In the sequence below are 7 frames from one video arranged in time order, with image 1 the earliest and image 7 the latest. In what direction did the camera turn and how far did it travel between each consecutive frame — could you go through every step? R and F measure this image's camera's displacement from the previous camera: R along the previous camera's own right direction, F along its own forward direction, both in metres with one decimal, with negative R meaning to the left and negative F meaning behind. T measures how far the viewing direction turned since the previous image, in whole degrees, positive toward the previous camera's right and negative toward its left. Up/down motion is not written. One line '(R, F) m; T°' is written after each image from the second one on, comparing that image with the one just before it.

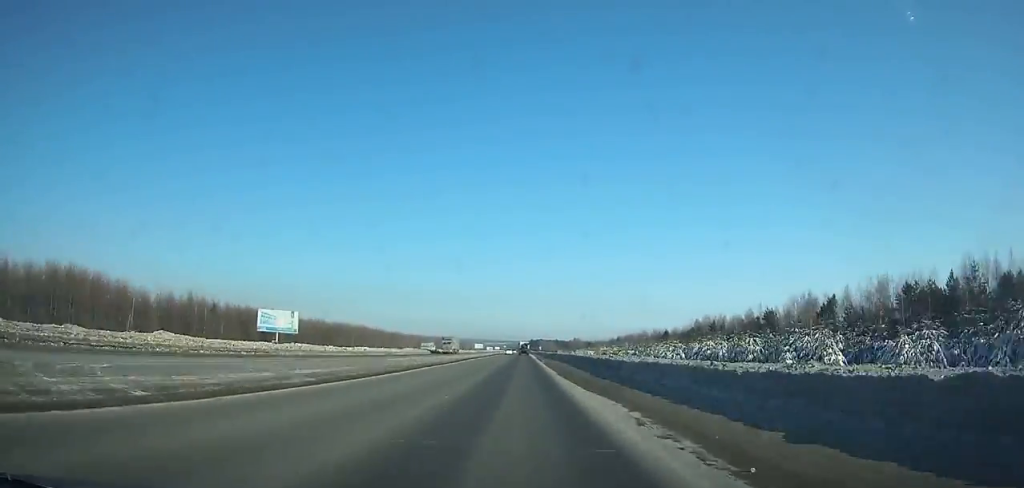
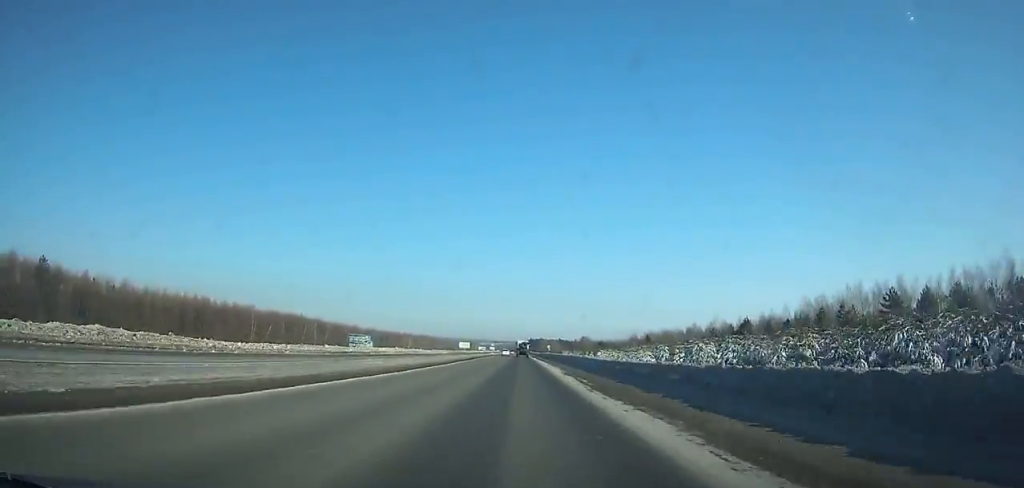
(+0.1, +98.5) m; 0°
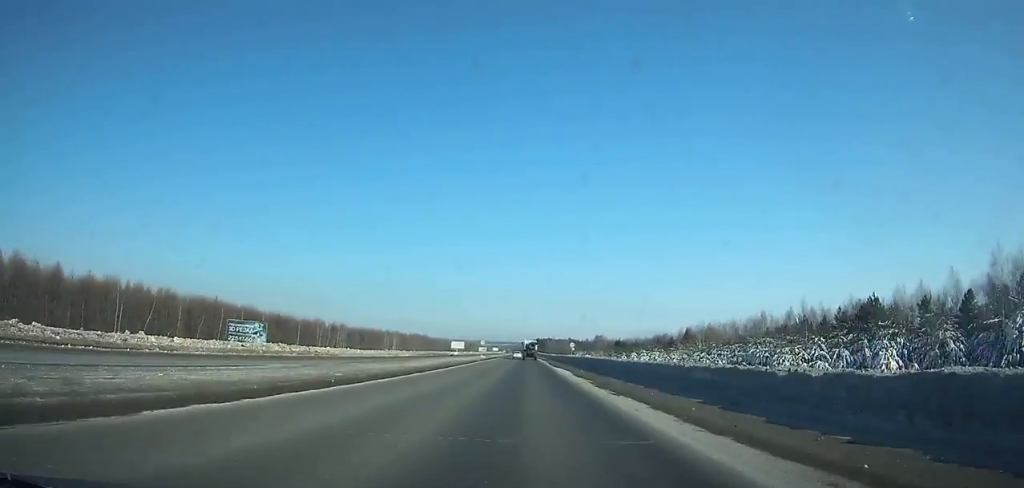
(-0.3, +61.6) m; 0°
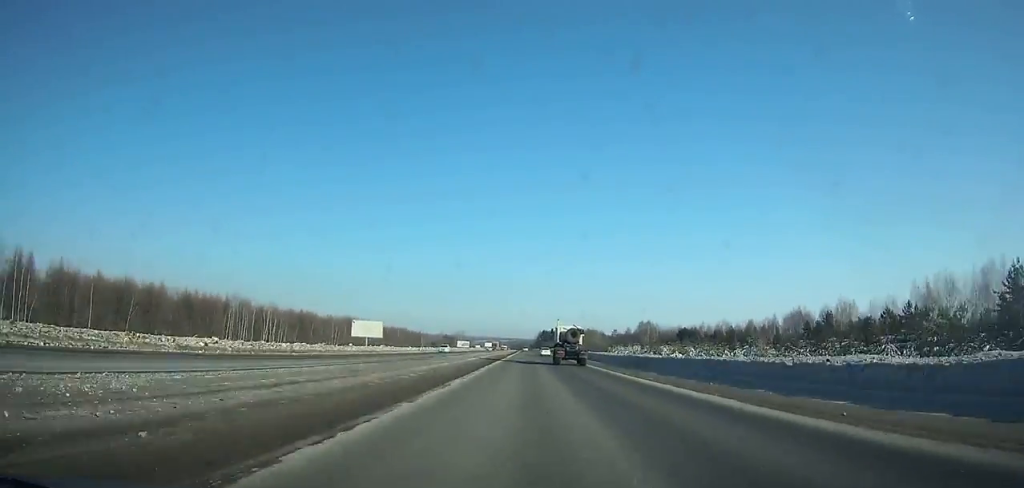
(-0.5, +166.1) m; 0°
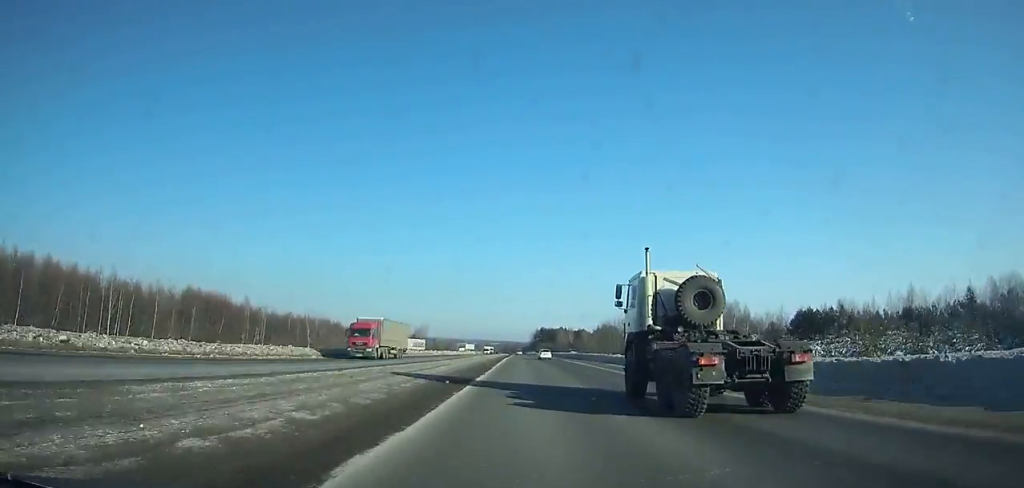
(+0.5, +116.9) m; +1°
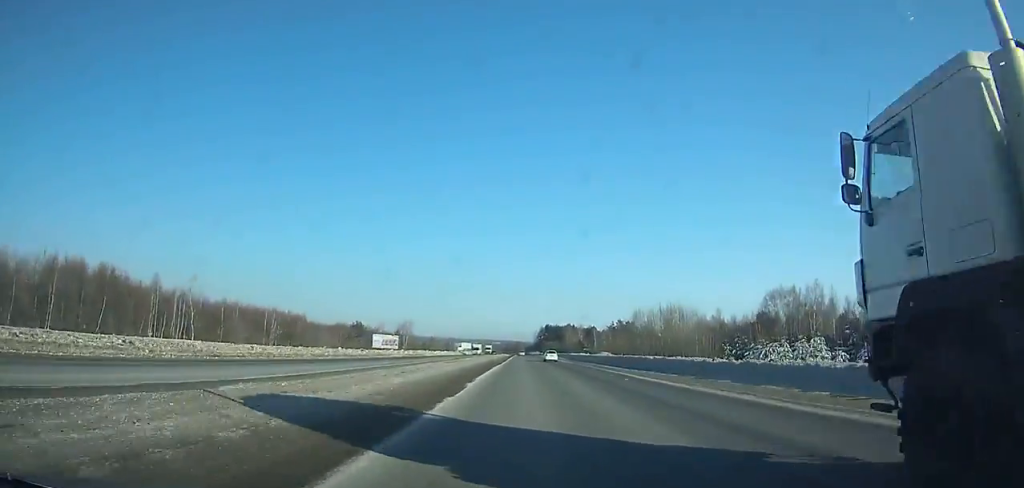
(+0.1, +42.4) m; 0°
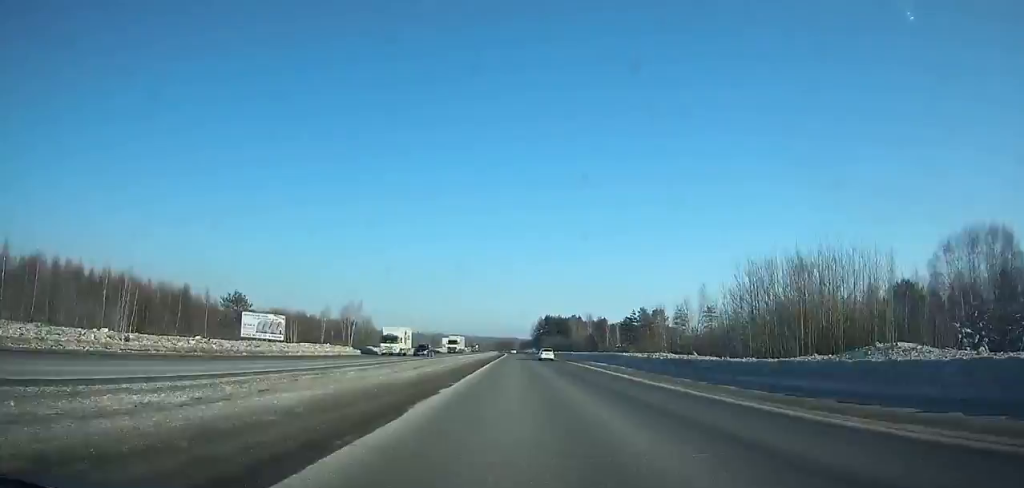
(+0.2, +63.2) m; 0°
